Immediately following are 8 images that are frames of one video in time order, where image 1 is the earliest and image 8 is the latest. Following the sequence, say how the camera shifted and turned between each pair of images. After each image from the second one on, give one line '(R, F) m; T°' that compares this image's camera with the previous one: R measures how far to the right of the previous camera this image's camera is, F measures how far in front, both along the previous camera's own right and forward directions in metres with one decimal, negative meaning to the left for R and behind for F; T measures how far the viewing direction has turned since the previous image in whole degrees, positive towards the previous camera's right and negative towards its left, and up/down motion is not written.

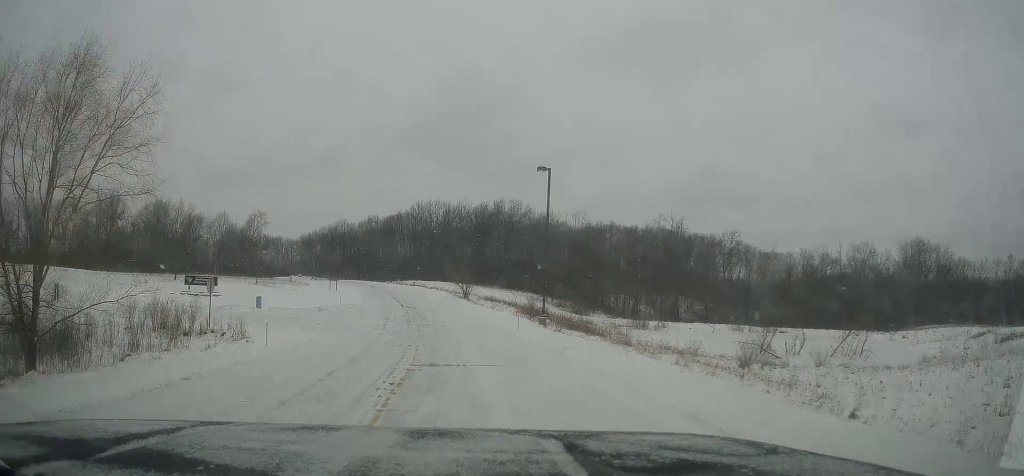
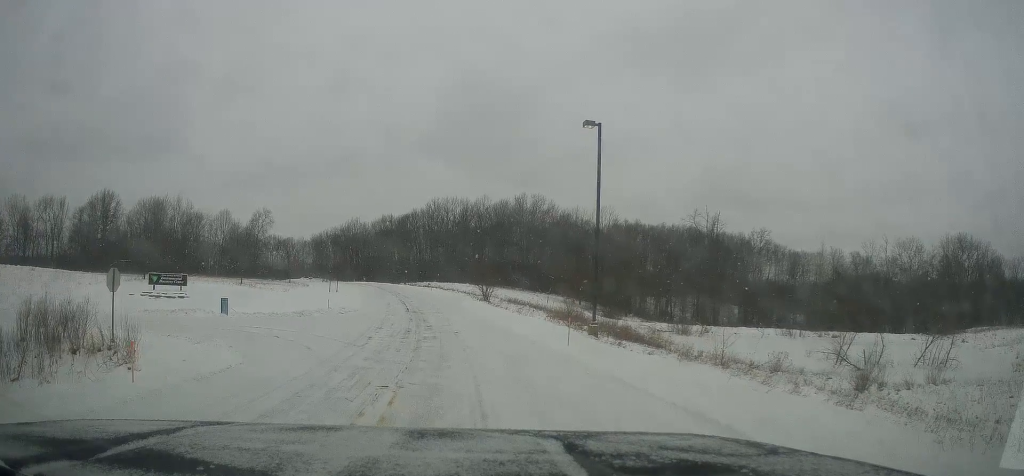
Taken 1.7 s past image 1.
(-1.3, +9.6) m; -9°
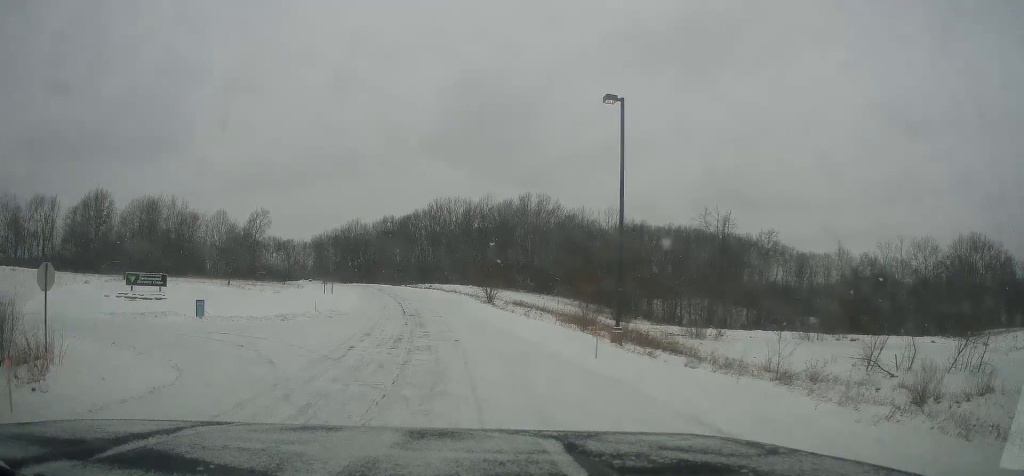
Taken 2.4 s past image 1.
(0.0, +3.8) m; +2°
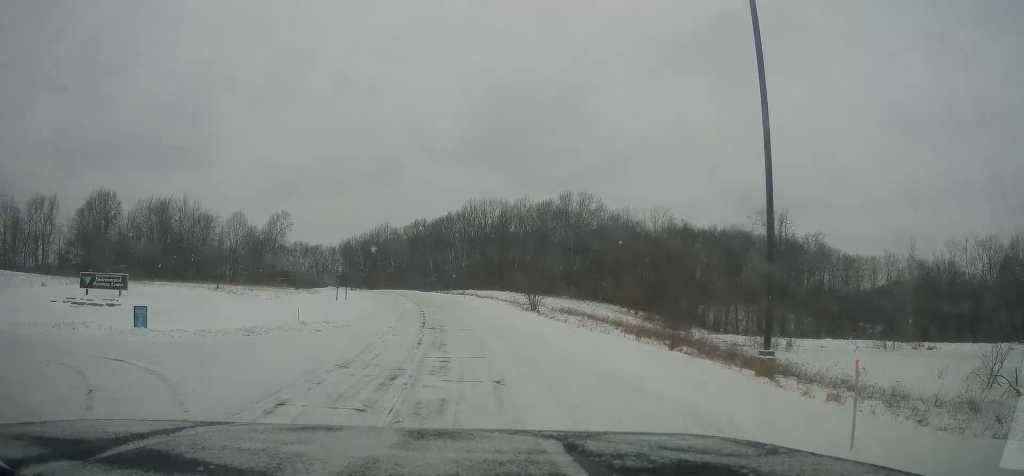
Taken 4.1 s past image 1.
(+0.4, +9.8) m; -2°
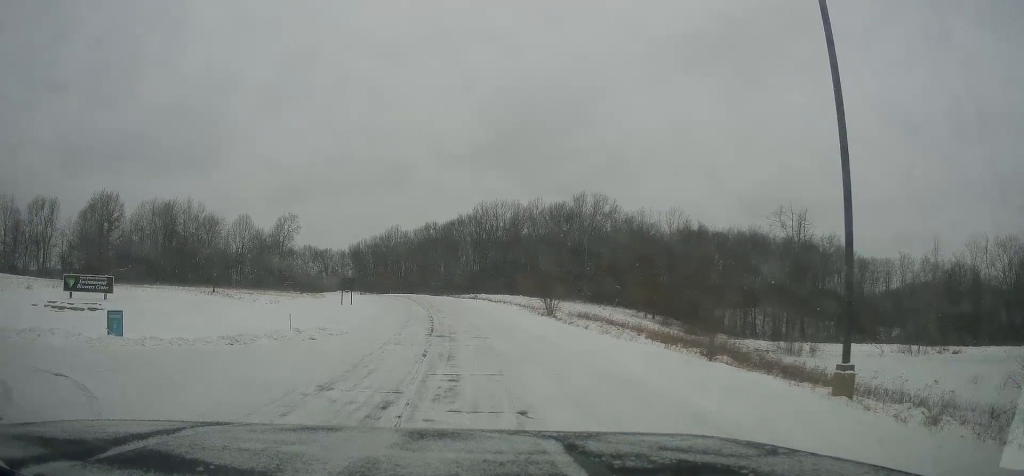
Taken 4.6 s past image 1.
(-0.1, +2.8) m; -2°
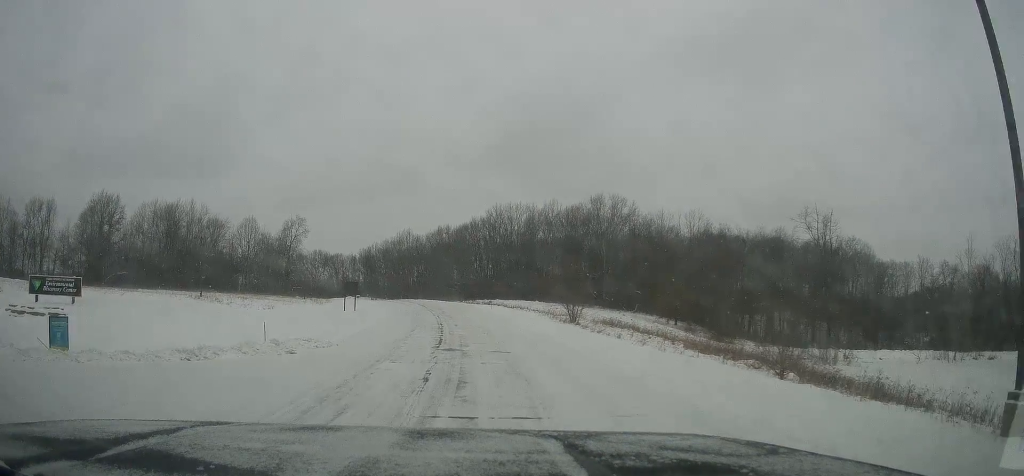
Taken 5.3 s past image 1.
(-0.4, +4.3) m; -2°
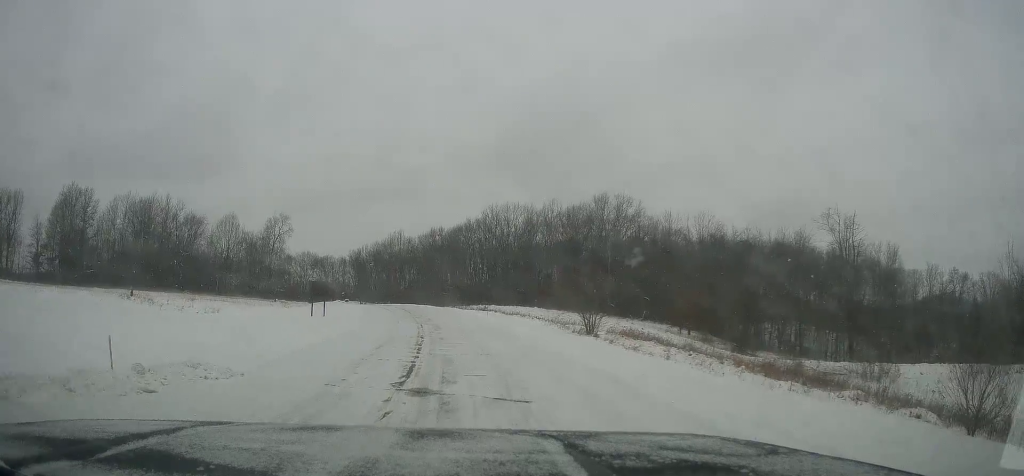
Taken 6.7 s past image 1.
(+0.6, +7.8) m; +4°
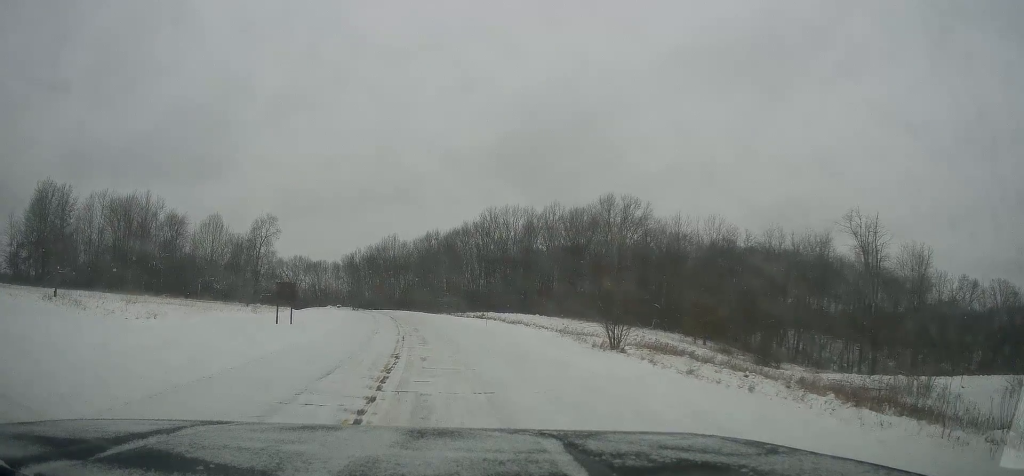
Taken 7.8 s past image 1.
(-0.2, +6.1) m; -4°
